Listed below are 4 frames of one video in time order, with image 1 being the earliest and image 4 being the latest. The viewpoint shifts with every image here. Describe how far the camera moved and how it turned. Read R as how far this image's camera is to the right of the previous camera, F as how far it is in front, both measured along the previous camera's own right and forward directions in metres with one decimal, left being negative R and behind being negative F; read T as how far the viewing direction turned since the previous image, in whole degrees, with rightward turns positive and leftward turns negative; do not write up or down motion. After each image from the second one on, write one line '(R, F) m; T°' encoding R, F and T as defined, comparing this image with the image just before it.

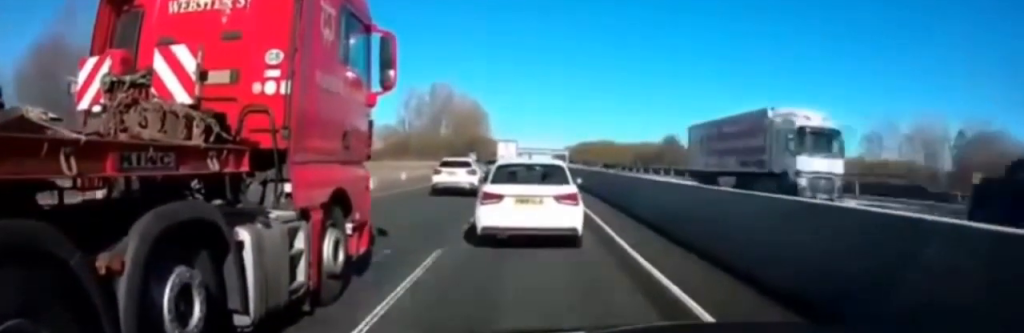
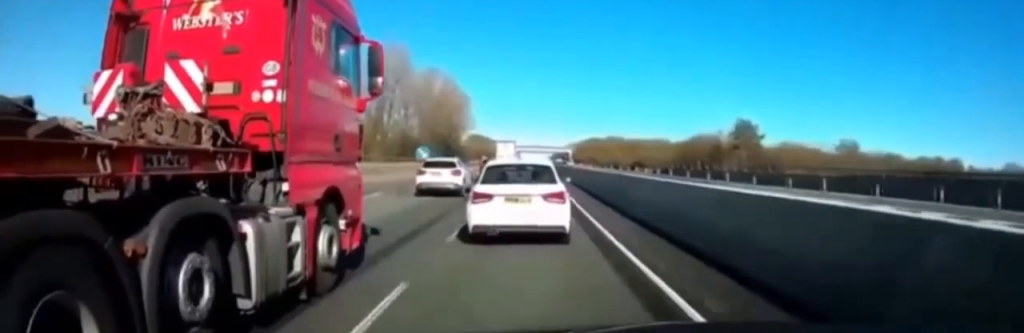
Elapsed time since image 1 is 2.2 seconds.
(-0.2, +44.5) m; 0°
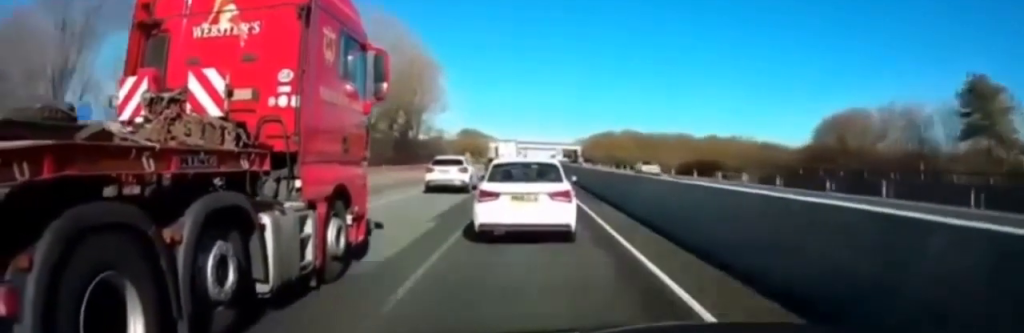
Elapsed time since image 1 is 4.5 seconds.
(-0.2, +46.5) m; 0°
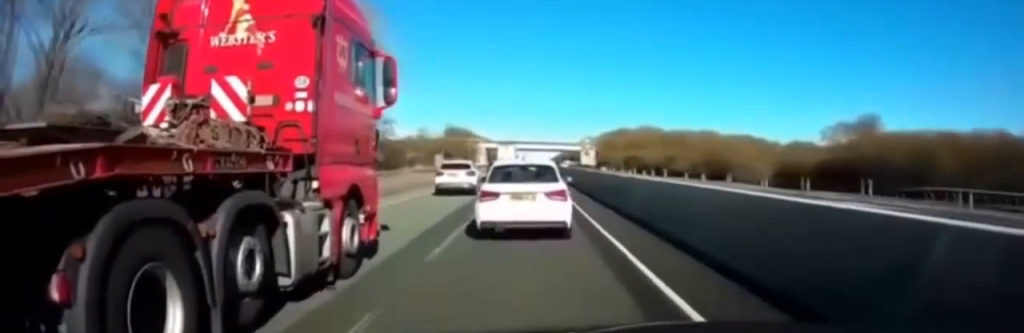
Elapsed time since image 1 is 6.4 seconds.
(+0.2, +38.5) m; 0°
